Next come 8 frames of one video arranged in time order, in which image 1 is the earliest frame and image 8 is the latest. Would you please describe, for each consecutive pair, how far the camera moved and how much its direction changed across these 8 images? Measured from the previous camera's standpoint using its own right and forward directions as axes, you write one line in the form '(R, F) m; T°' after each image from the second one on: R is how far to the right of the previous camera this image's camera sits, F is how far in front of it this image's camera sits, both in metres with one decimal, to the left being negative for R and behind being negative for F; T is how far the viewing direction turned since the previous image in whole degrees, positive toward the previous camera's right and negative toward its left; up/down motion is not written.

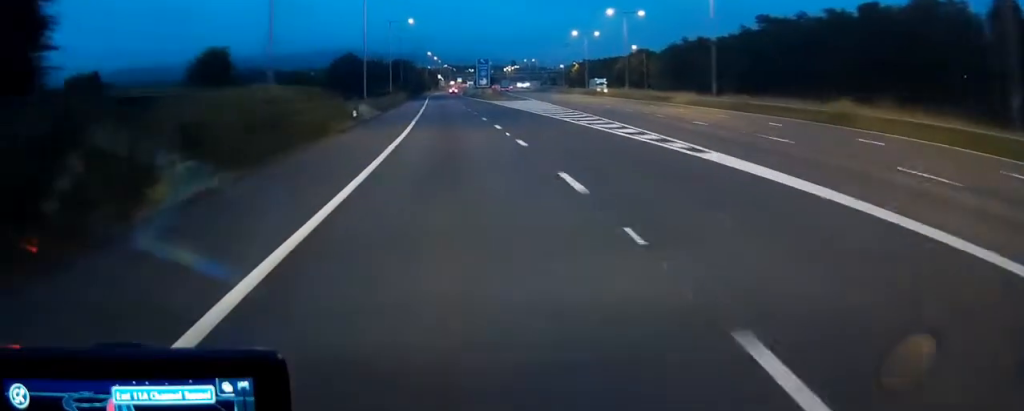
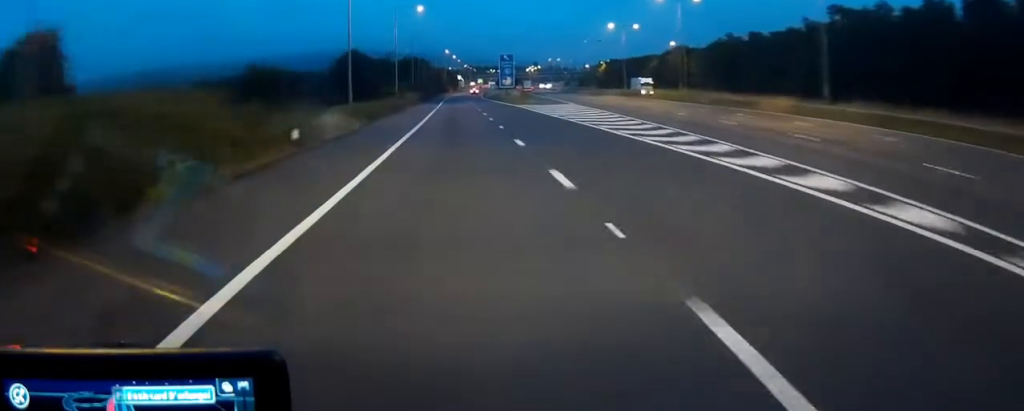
(-0.1, +18.0) m; -1°
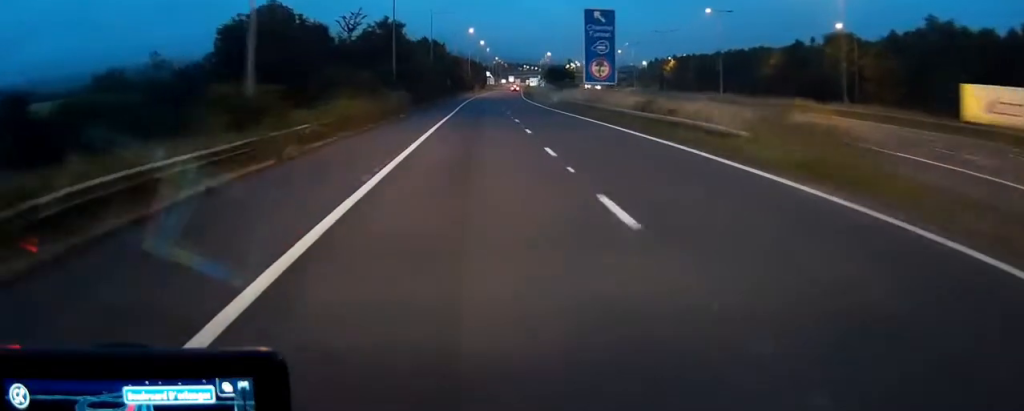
(-1.6, +69.0) m; -1°
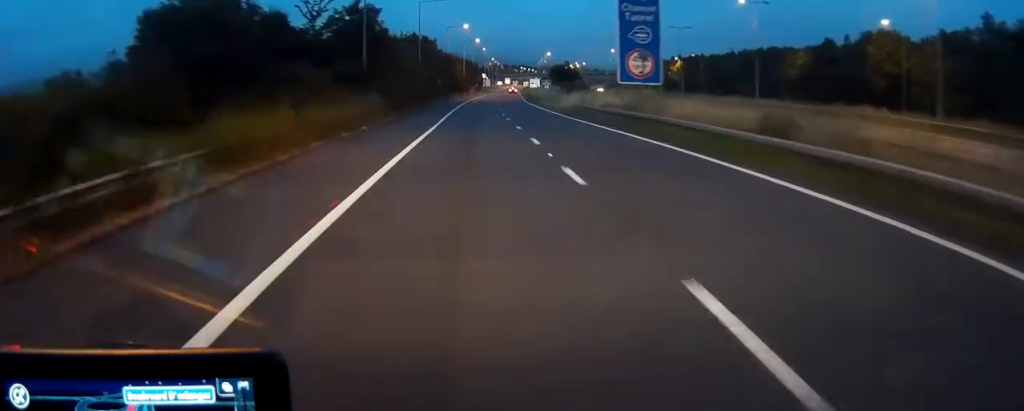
(0.0, +14.2) m; 0°
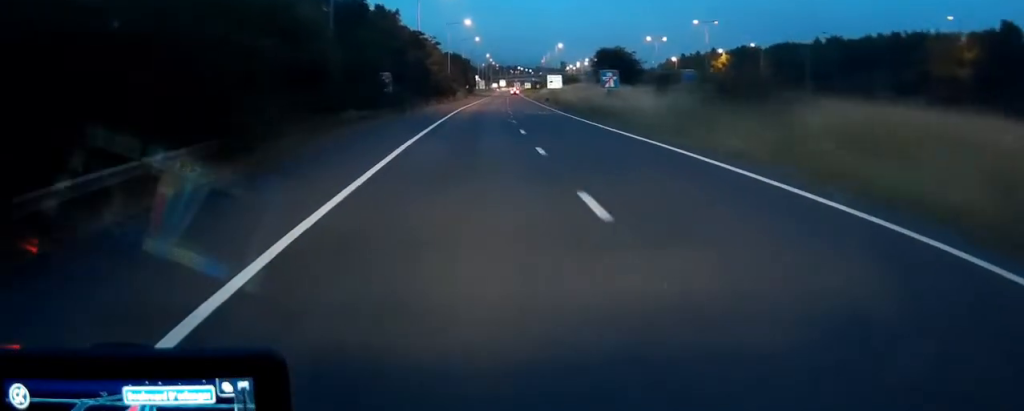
(+0.1, +50.4) m; 0°
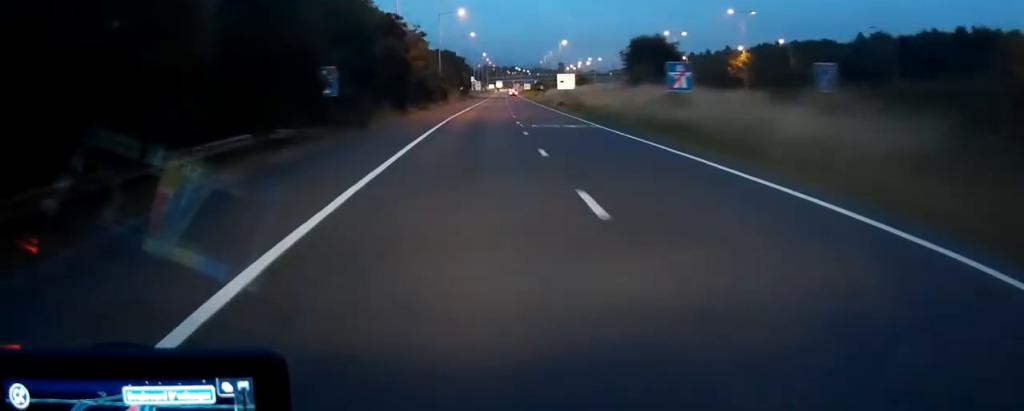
(+0.1, +17.6) m; +1°
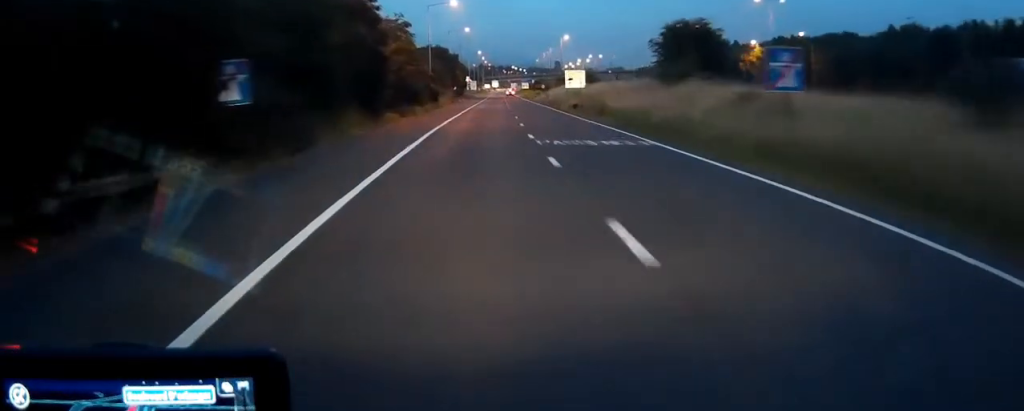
(0.0, +11.3) m; 0°
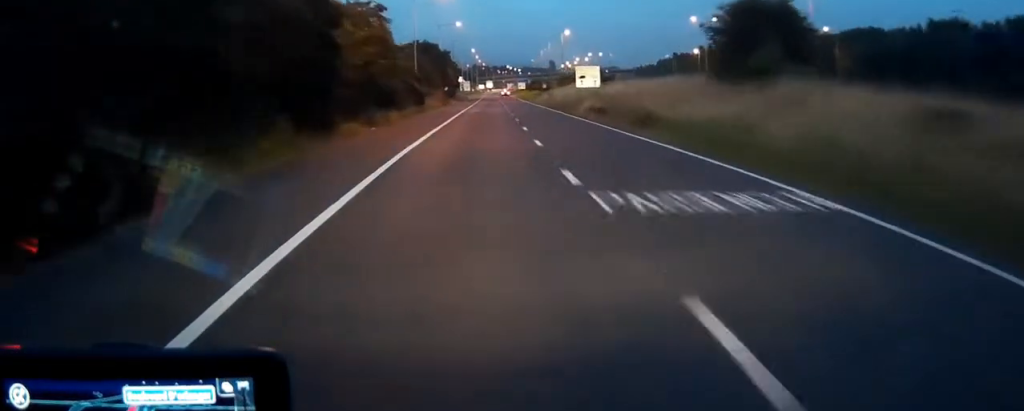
(+0.1, +12.2) m; 0°
